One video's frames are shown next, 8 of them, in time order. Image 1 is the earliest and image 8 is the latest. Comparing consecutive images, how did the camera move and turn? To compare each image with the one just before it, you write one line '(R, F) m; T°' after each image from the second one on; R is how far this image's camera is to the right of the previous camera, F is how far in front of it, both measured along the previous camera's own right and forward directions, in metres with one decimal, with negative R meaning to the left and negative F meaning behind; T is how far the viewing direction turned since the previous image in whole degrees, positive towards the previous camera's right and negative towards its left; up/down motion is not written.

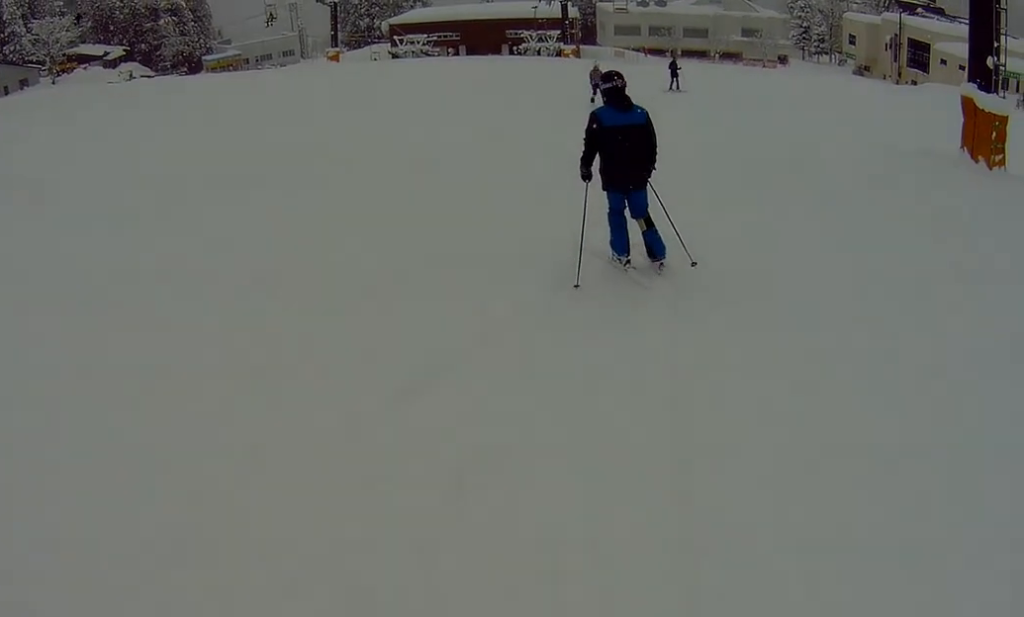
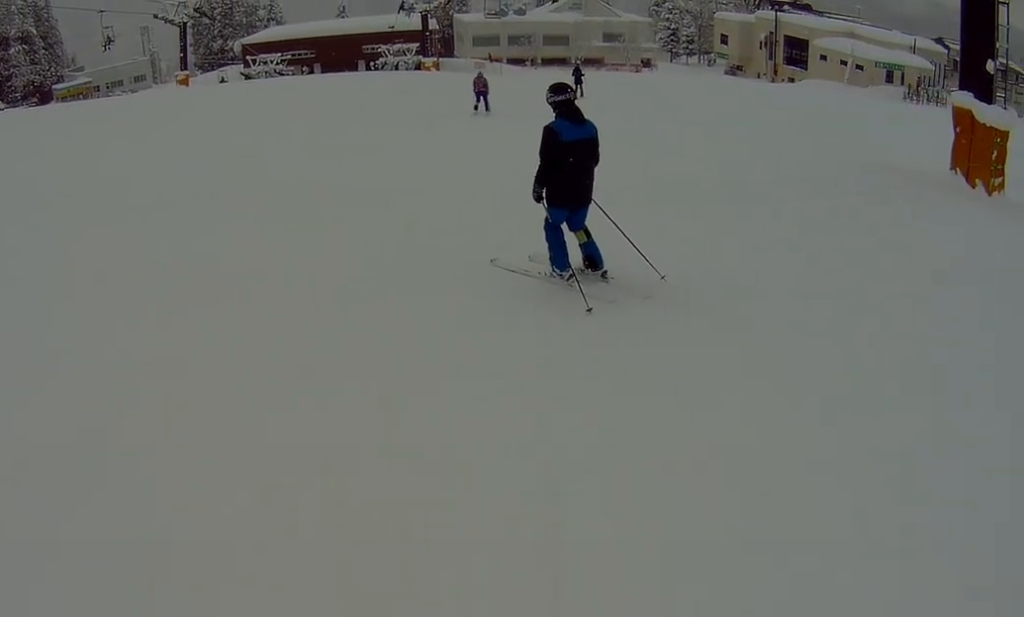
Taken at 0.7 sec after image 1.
(-0.1, +4.2) m; -2°
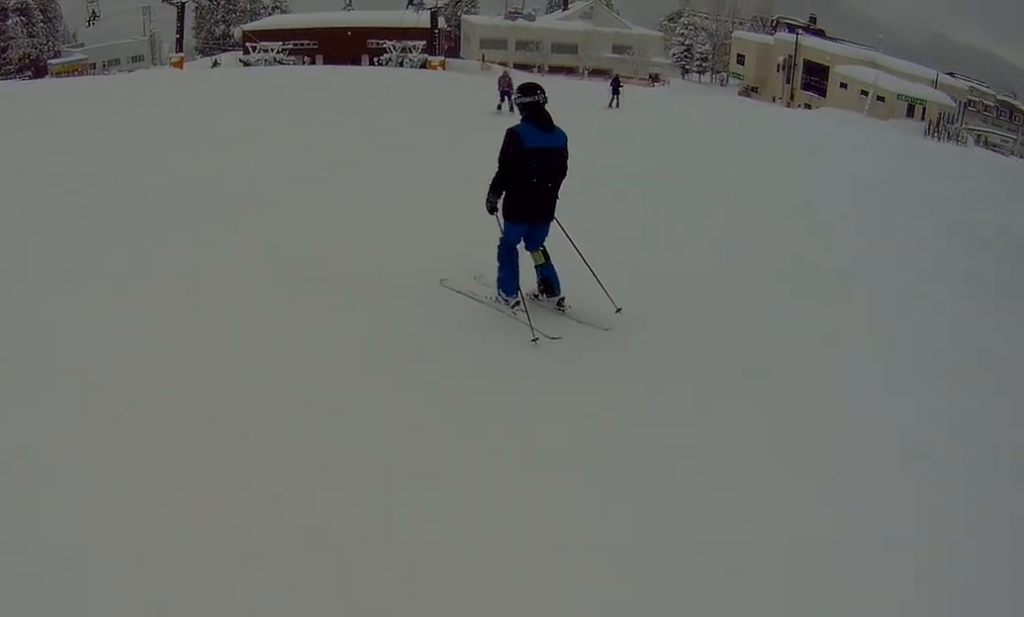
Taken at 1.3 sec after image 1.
(-0.2, +3.5) m; 0°
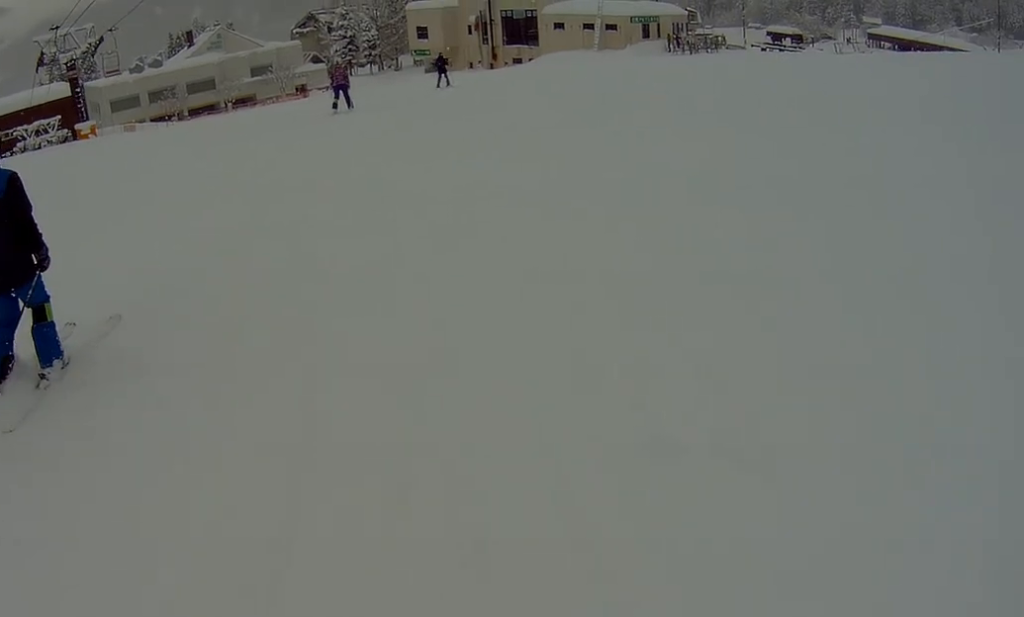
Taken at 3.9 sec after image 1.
(+3.4, +11.6) m; +39°
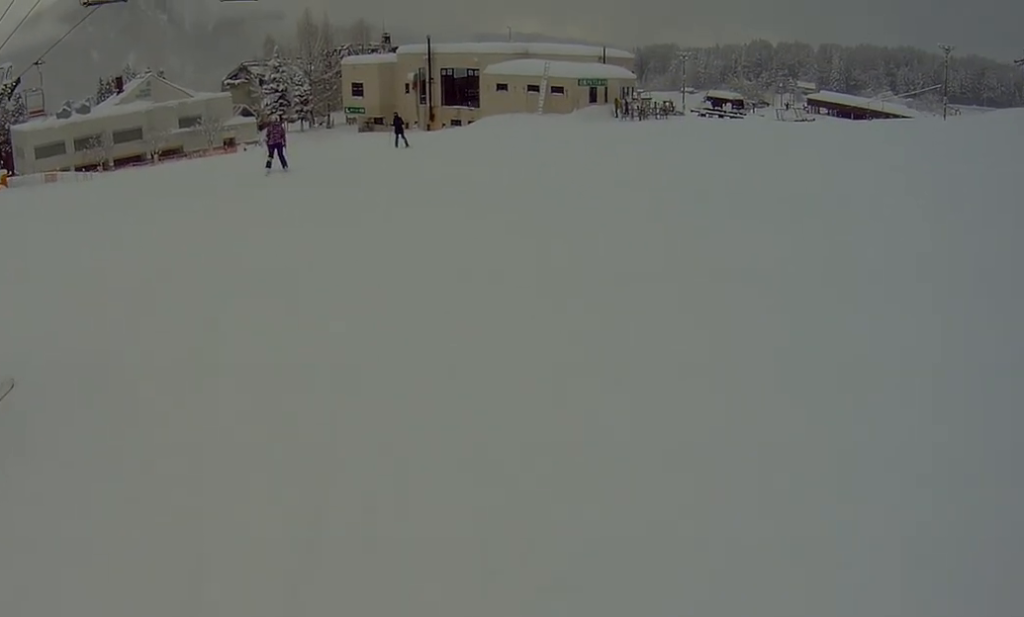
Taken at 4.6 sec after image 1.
(+0.4, +2.8) m; +2°
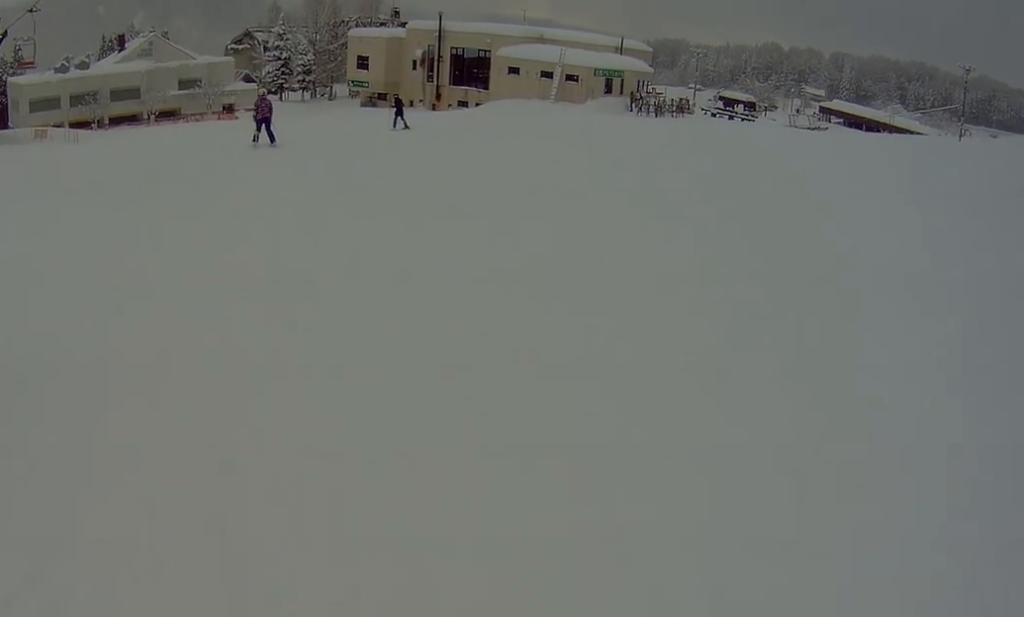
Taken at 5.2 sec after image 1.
(-0.6, +2.1) m; 0°
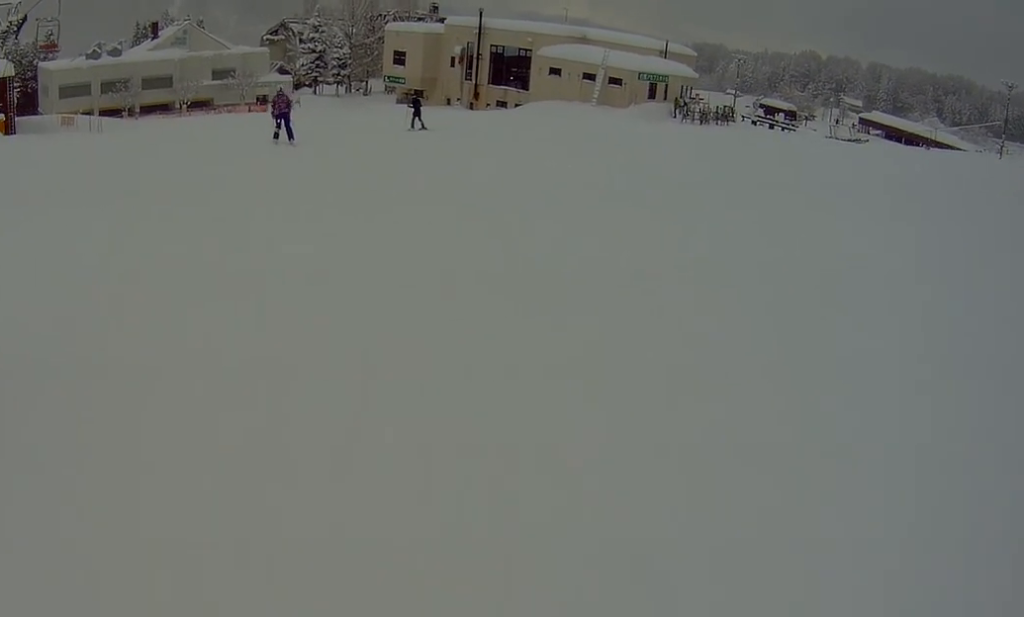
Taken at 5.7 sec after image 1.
(+0.2, +1.8) m; 0°
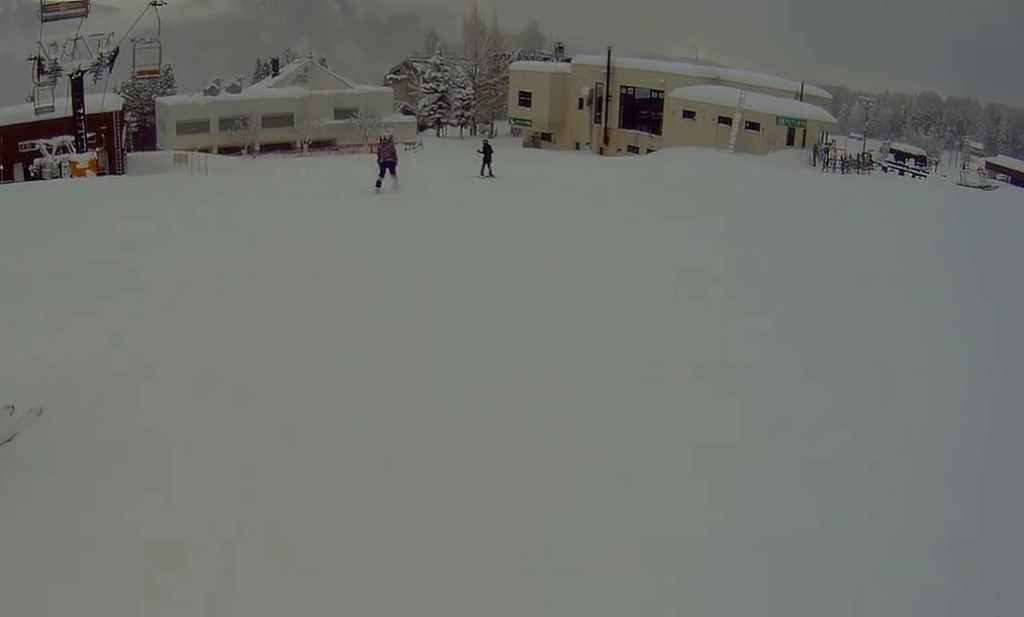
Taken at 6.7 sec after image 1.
(+0.3, +3.6) m; -1°
